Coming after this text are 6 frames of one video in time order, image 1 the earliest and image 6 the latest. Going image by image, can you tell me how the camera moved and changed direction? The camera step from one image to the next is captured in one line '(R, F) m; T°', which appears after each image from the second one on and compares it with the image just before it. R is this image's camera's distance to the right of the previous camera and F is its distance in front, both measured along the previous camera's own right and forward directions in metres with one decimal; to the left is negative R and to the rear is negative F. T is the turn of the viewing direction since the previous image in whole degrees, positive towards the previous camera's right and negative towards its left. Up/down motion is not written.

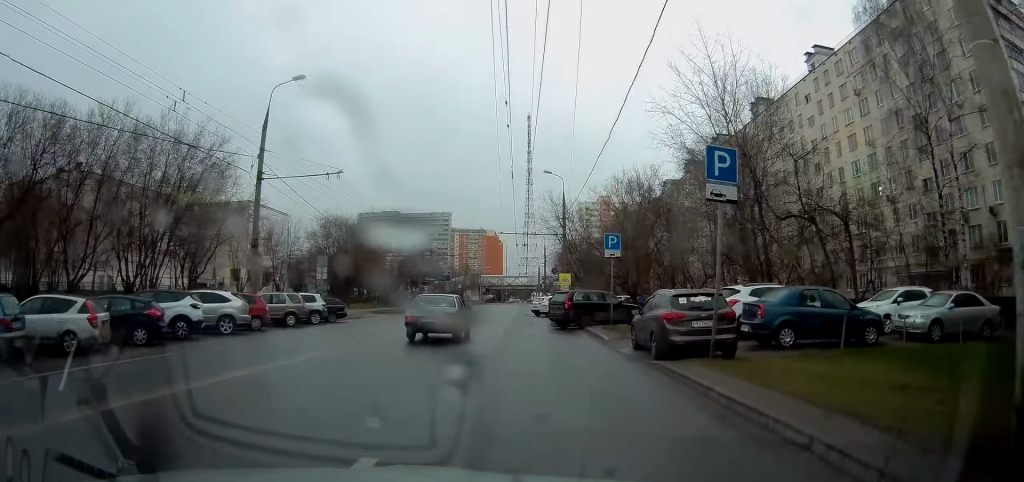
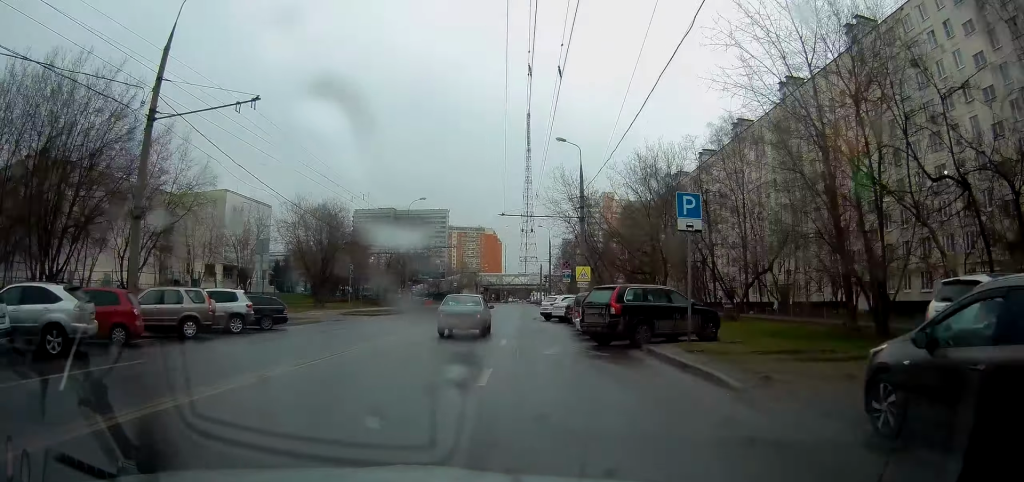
(+0.3, +10.1) m; +1°
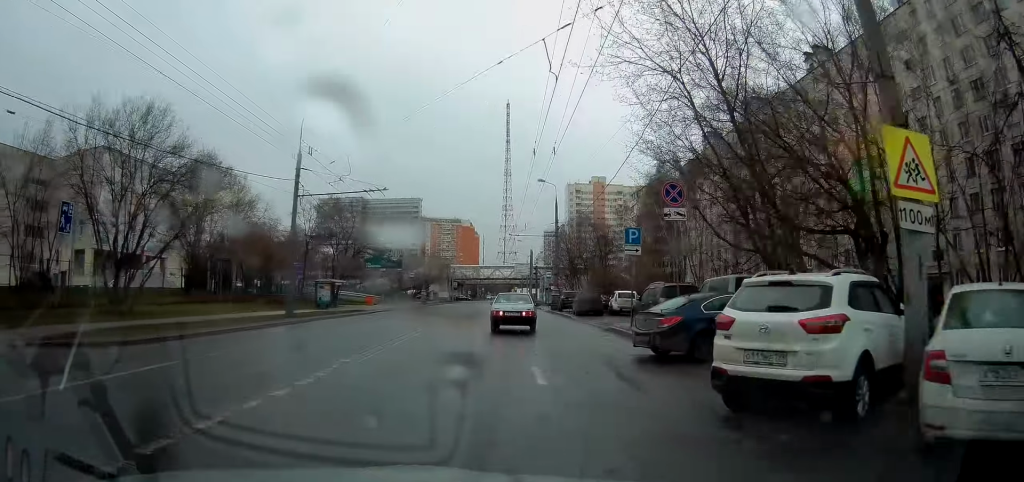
(-0.2, +32.0) m; +1°
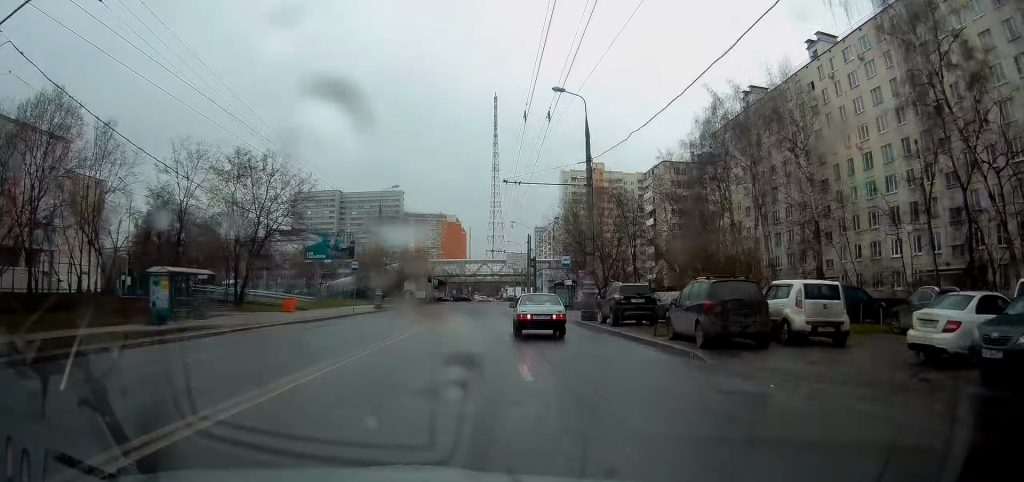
(+0.4, +24.3) m; +1°
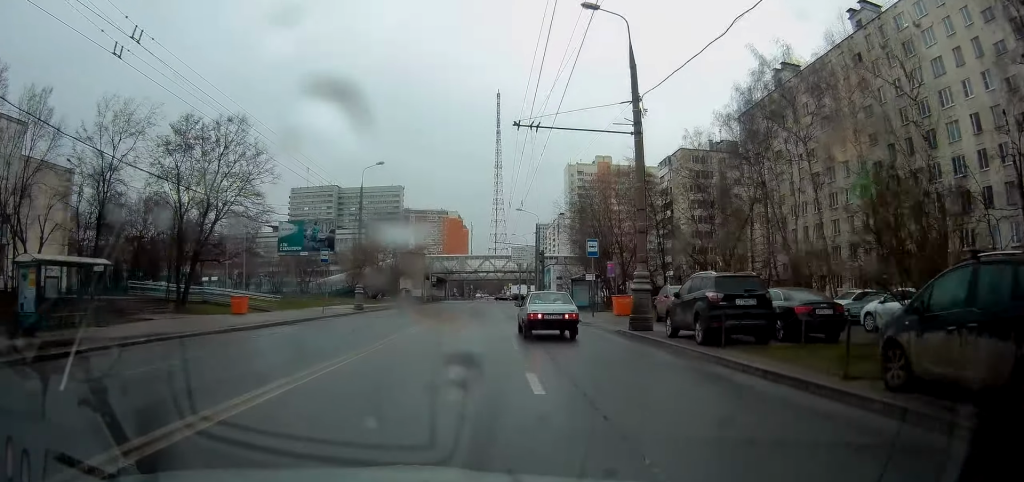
(0.0, +9.6) m; 0°
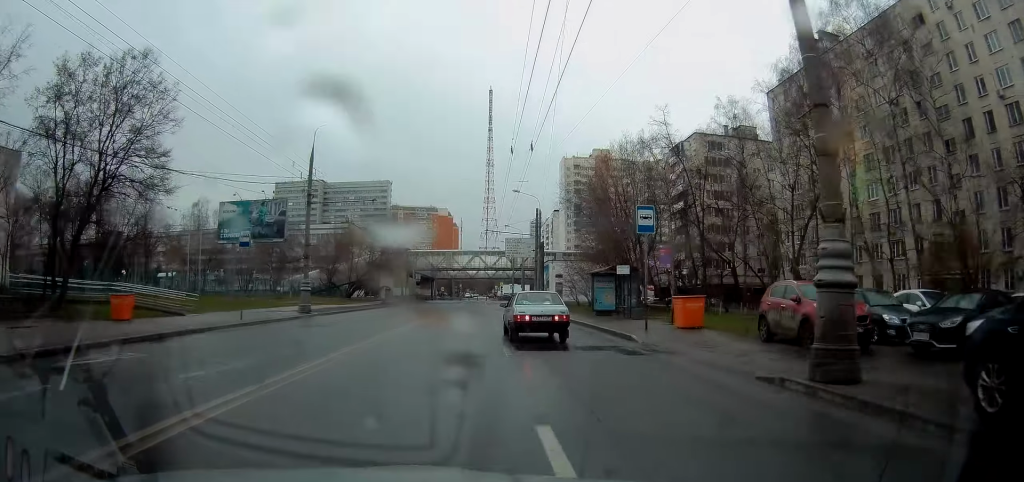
(+0.1, +11.9) m; +1°
